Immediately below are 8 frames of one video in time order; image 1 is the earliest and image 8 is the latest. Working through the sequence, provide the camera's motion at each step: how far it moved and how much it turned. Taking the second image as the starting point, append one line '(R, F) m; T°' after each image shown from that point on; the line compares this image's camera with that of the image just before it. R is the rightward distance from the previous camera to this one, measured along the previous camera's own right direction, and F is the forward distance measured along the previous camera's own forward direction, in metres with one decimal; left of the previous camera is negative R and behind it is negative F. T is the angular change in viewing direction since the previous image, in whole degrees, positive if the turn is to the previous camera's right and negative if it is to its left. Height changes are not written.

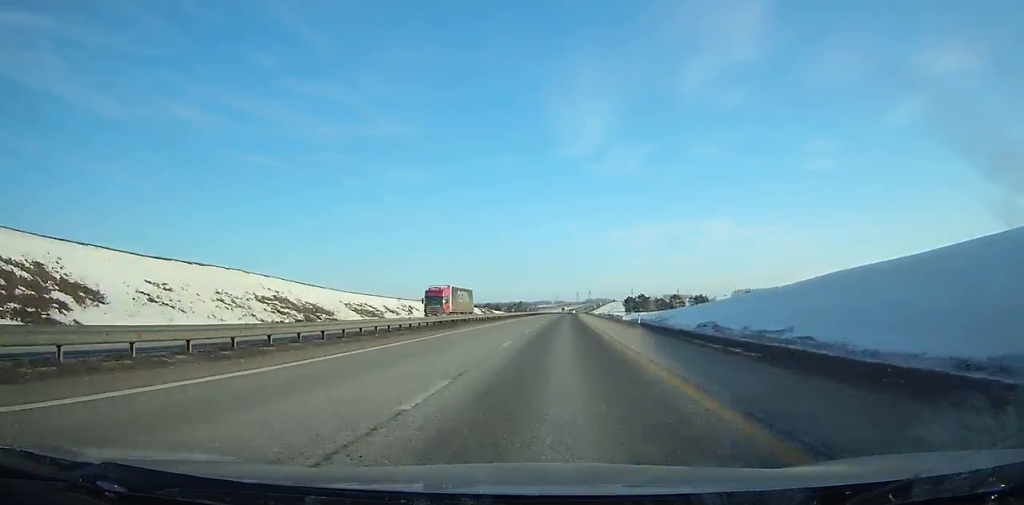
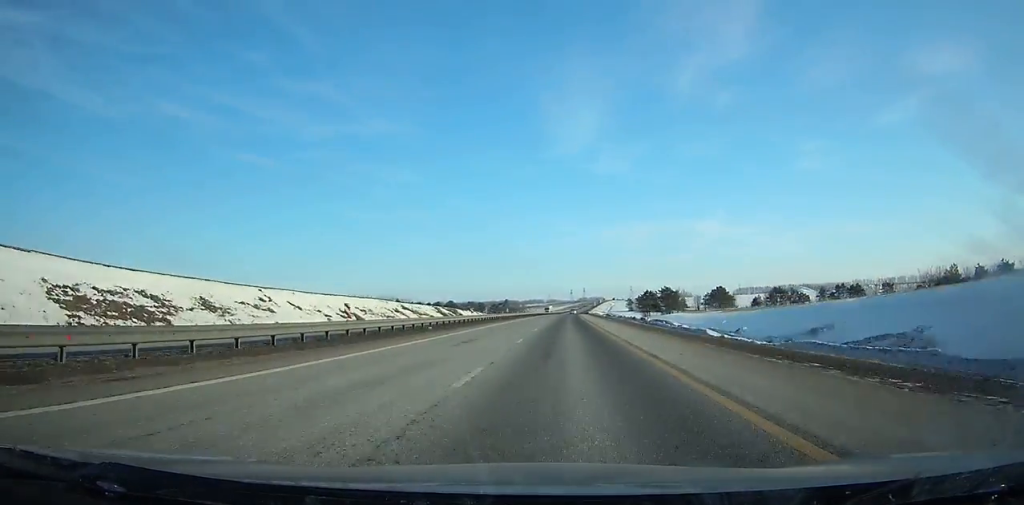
(+0.4, +69.1) m; +1°
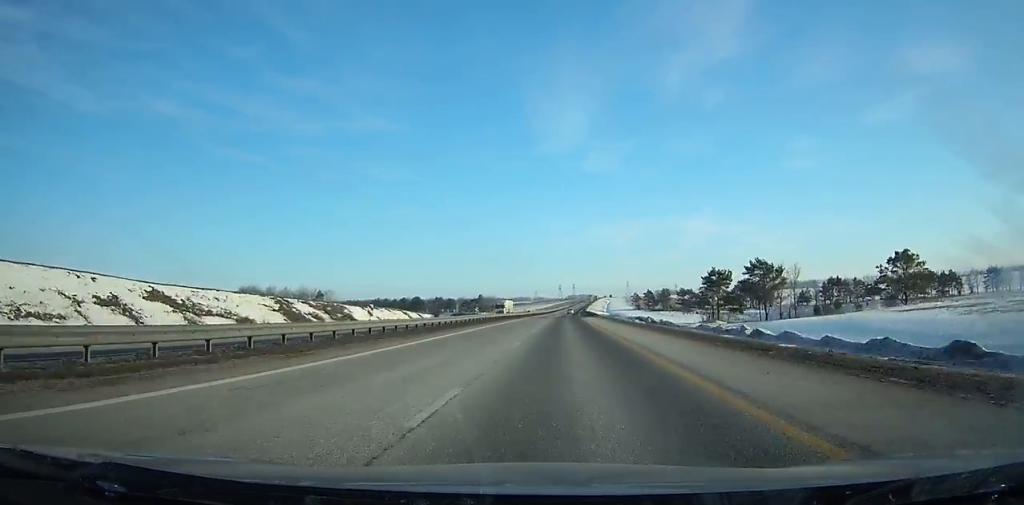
(+0.6, +85.2) m; +1°
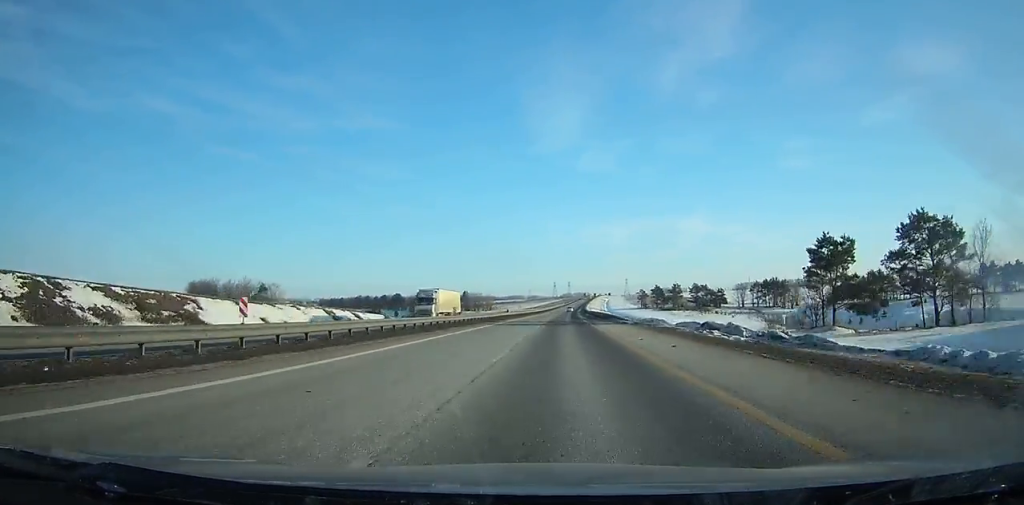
(+0.2, +39.3) m; 0°
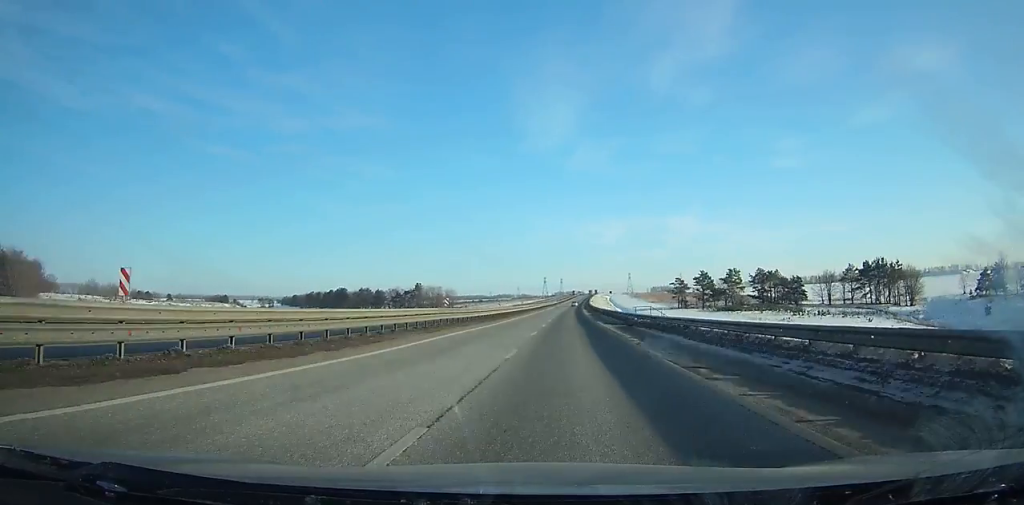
(+0.7, +92.0) m; +1°
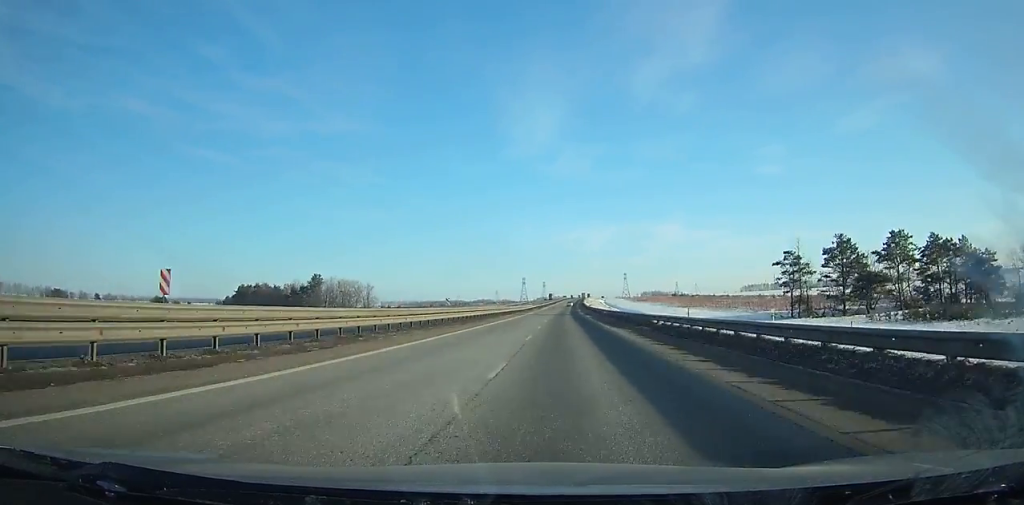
(+0.7, +86.1) m; +1°
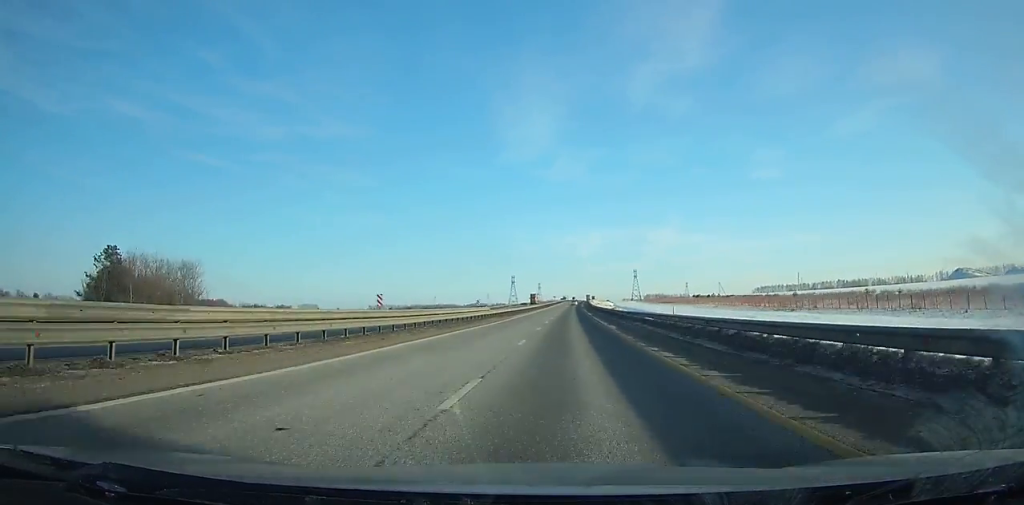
(+0.6, +73.2) m; +1°
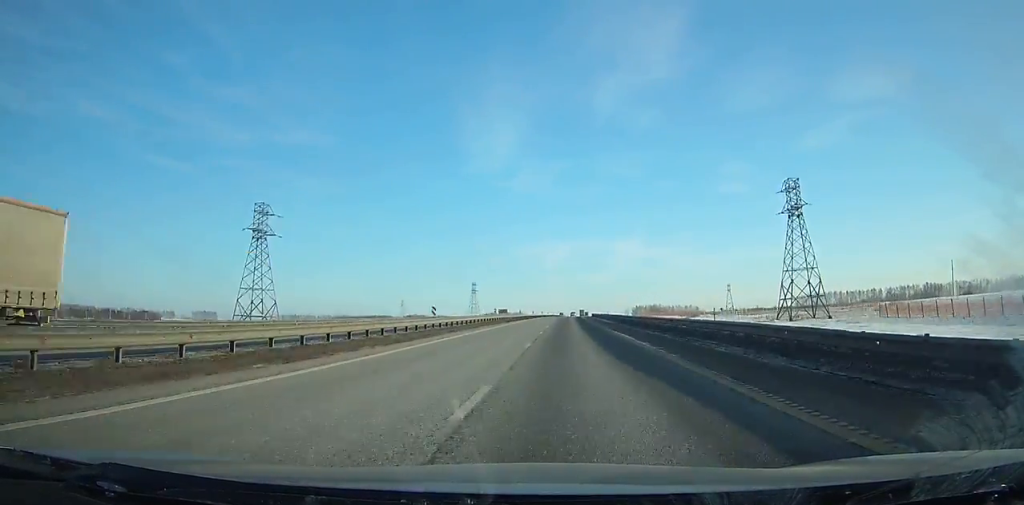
(+8.7, +282.8) m; +4°
